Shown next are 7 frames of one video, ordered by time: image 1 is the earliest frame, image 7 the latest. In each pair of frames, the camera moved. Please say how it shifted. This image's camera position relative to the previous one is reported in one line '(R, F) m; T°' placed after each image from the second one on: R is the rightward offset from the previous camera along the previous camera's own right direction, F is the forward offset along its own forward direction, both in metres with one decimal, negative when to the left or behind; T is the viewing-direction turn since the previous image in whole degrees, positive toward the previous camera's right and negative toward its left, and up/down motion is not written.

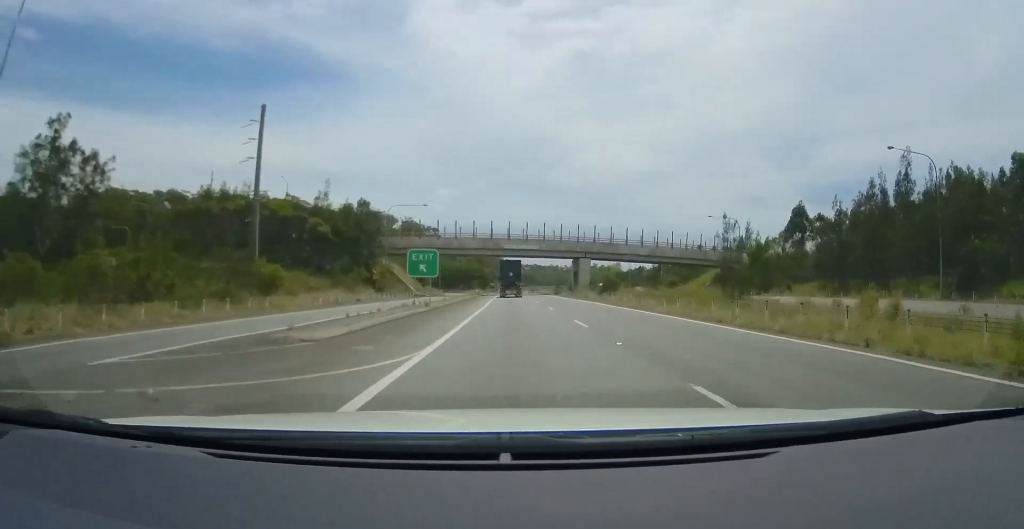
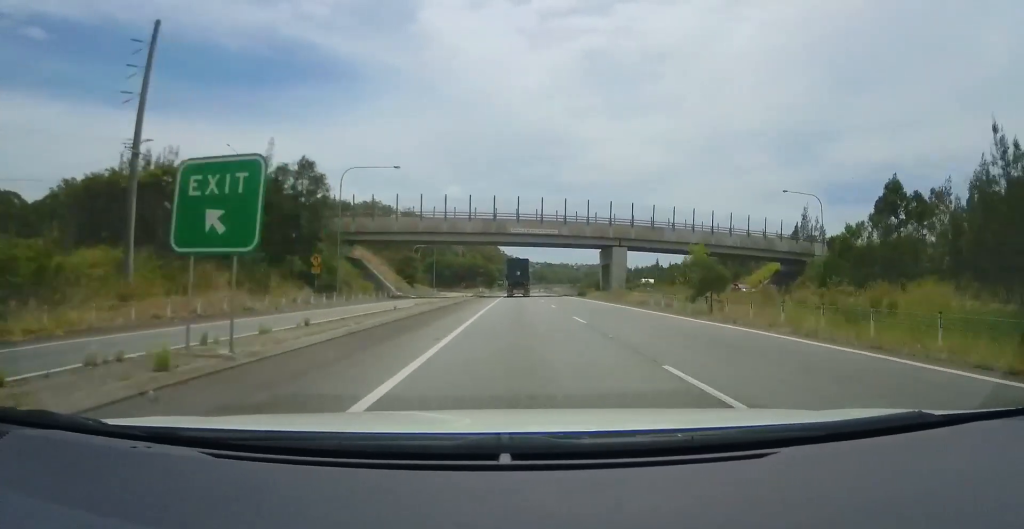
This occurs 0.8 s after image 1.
(-0.1, +22.9) m; -1°
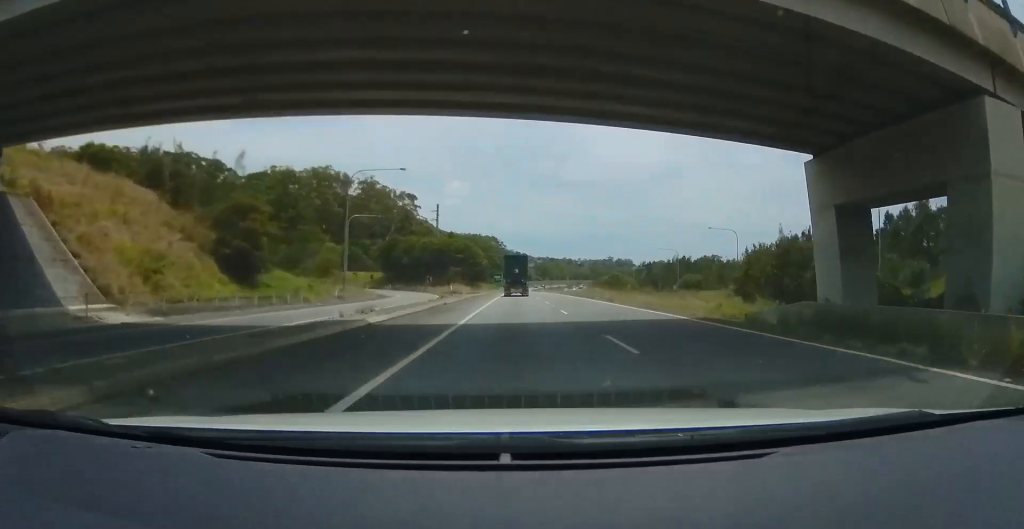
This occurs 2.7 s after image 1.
(-2.0, +57.7) m; -2°
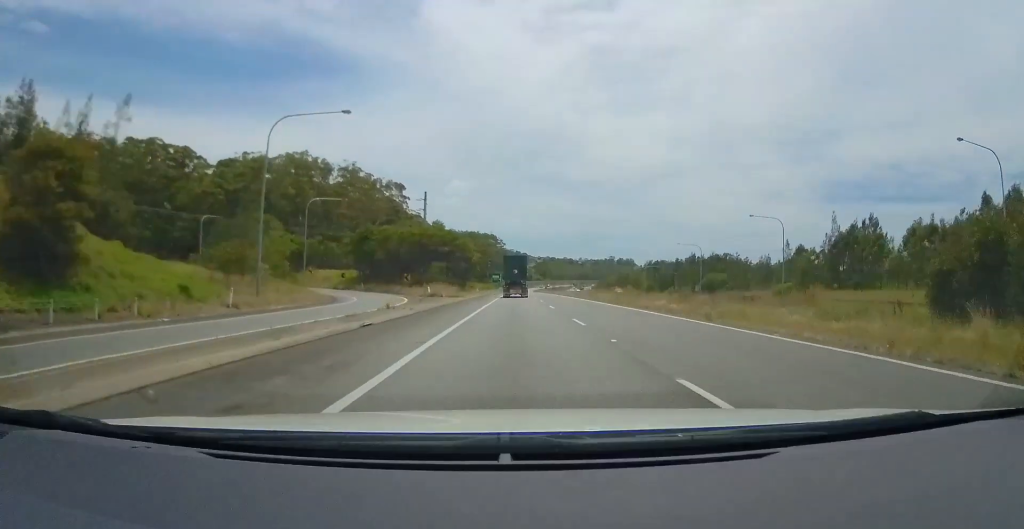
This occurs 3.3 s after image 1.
(+0.1, +18.1) m; +1°
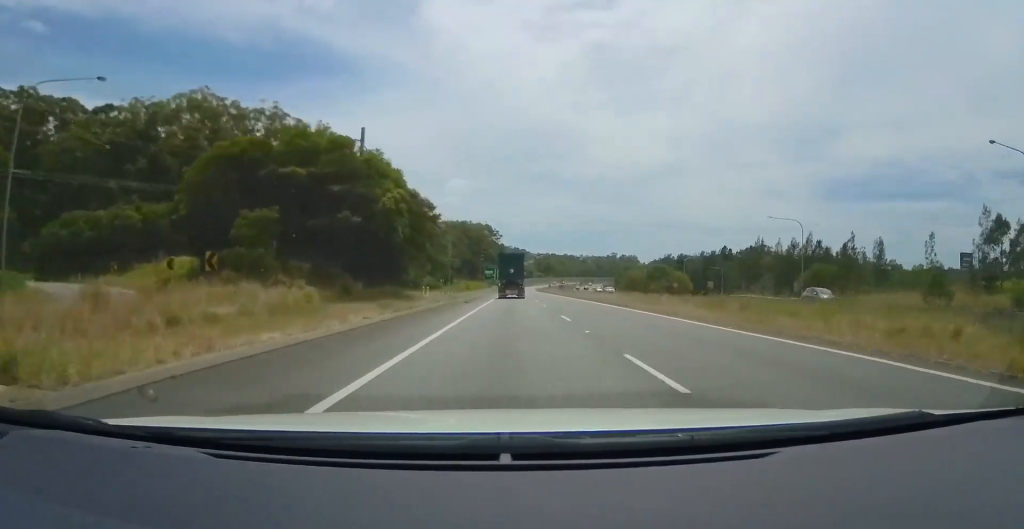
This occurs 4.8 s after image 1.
(+0.6, +47.1) m; 0°
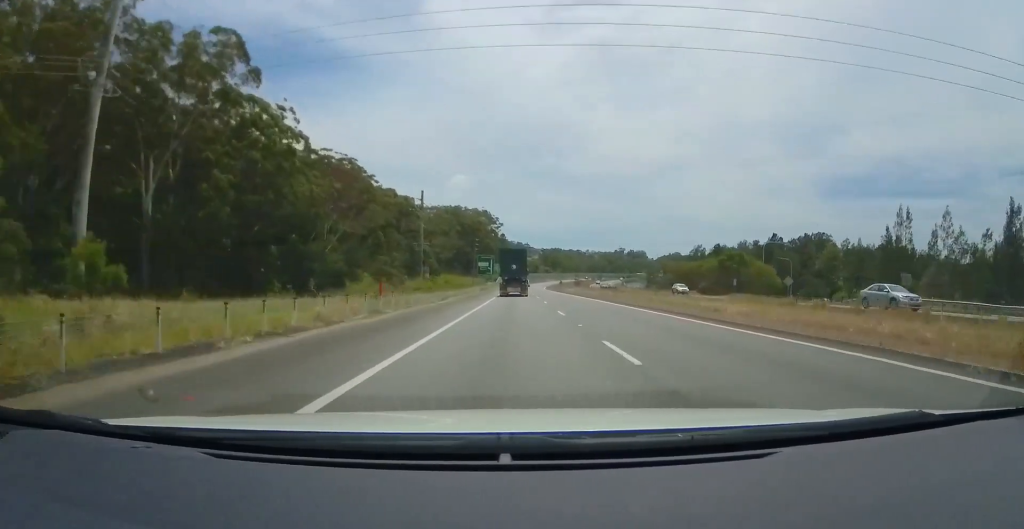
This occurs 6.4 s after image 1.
(-0.1, +47.2) m; 0°
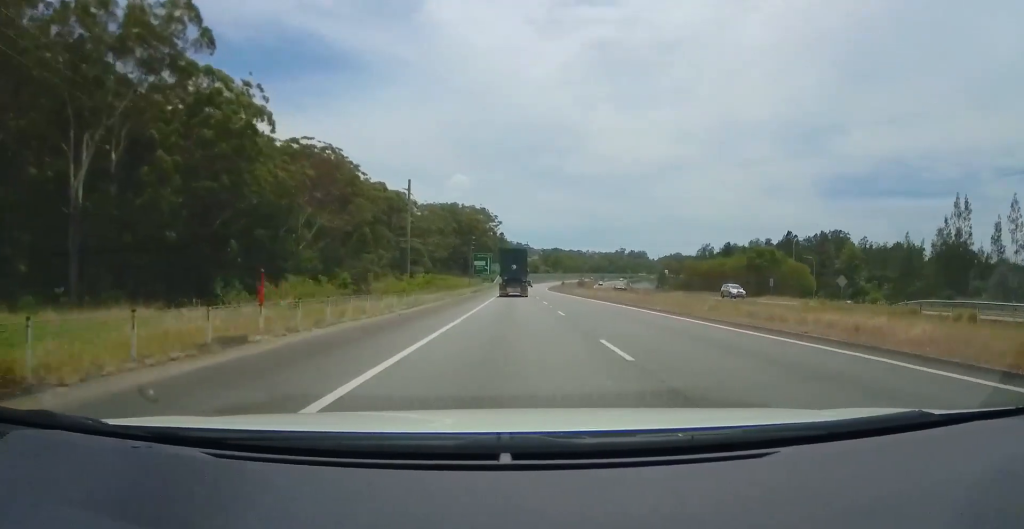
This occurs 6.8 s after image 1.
(+0.1, +12.1) m; 0°
